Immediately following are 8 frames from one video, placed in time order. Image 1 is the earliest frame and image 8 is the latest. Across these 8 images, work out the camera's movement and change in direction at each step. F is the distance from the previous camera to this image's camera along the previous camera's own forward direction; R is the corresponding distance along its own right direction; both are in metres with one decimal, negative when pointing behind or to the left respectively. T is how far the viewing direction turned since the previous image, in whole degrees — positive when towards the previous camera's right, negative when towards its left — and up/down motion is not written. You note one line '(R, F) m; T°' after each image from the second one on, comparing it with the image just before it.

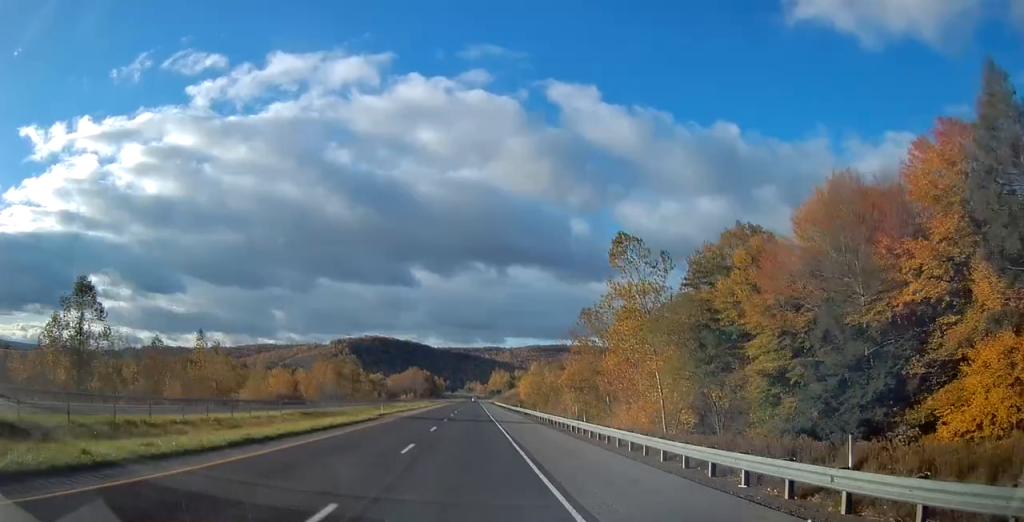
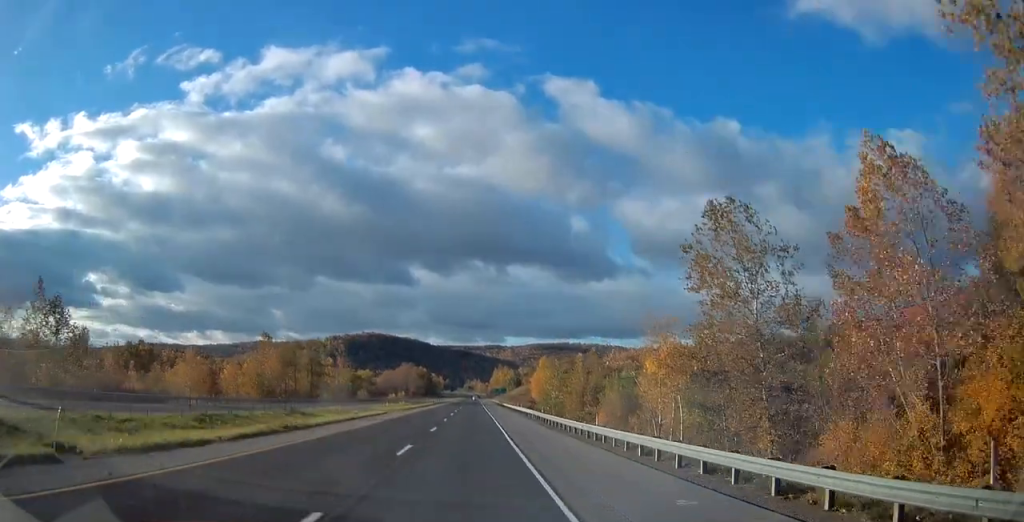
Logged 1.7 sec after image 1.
(-0.2, +49.0) m; -1°
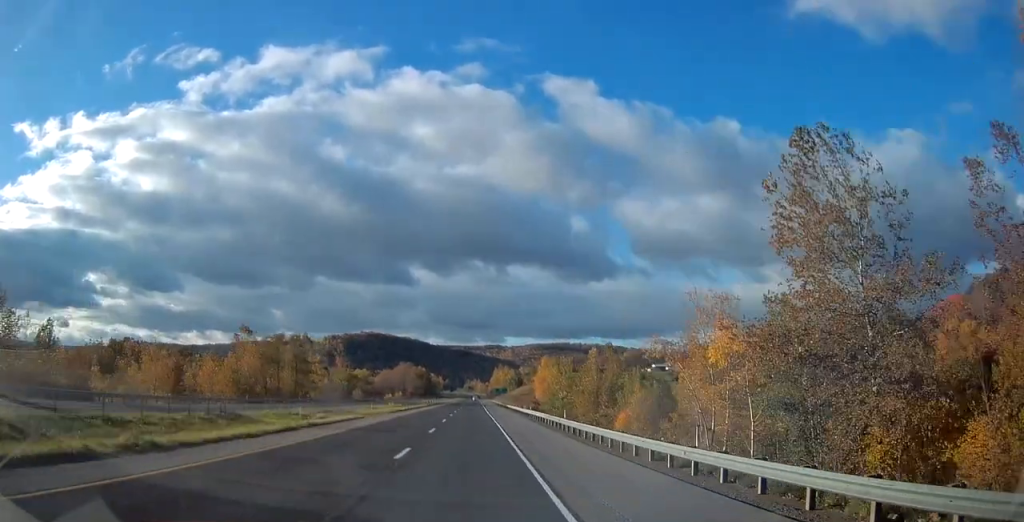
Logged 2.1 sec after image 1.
(0.0, +12.7) m; 0°
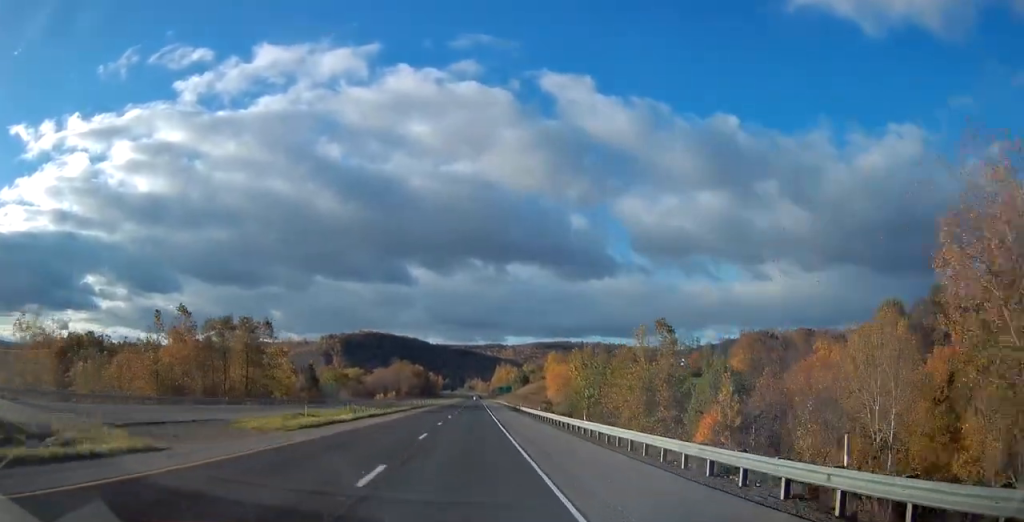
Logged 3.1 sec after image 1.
(0.0, +29.4) m; 0°
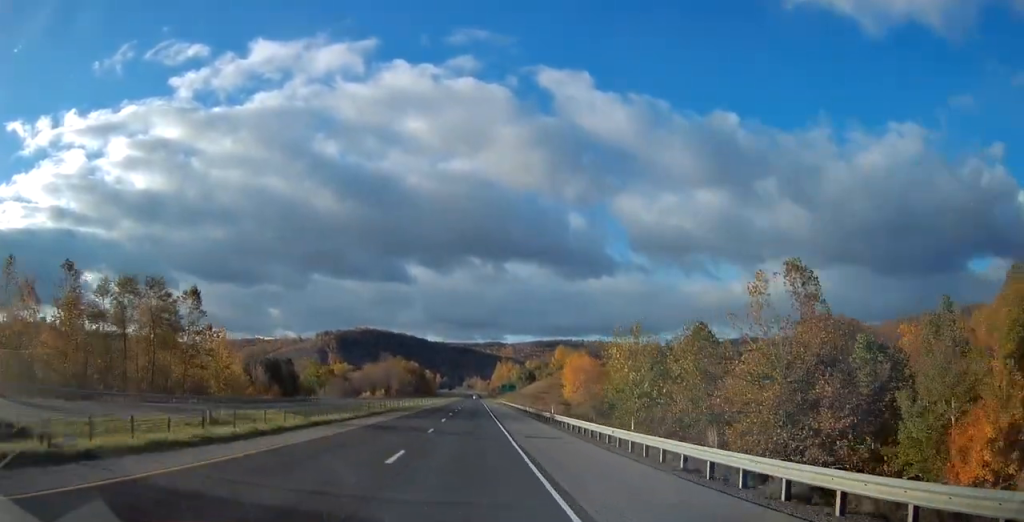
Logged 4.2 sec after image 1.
(+0.3, +32.4) m; 0°
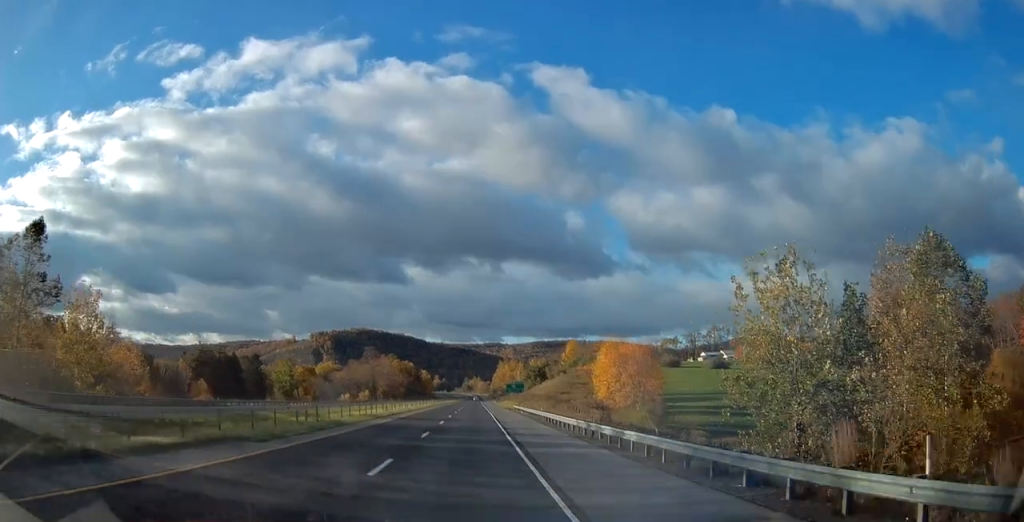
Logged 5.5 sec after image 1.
(-0.2, +38.3) m; -1°
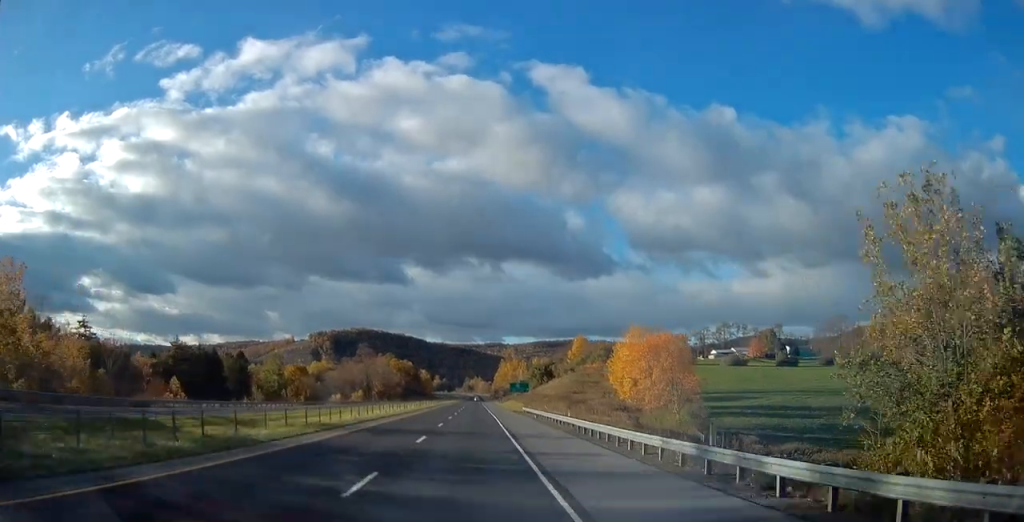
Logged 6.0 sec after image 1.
(0.0, +14.7) m; 0°
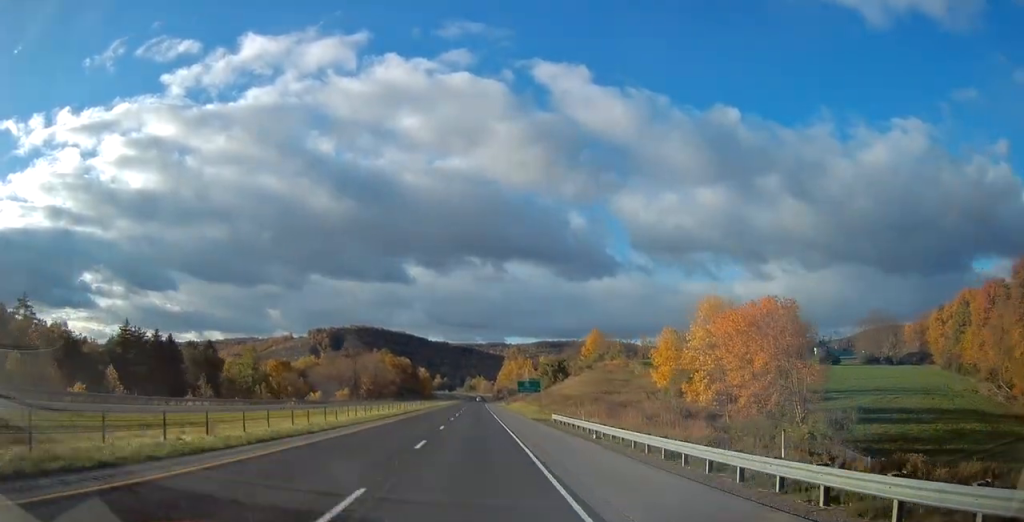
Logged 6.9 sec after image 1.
(+0.1, +26.5) m; 0°
